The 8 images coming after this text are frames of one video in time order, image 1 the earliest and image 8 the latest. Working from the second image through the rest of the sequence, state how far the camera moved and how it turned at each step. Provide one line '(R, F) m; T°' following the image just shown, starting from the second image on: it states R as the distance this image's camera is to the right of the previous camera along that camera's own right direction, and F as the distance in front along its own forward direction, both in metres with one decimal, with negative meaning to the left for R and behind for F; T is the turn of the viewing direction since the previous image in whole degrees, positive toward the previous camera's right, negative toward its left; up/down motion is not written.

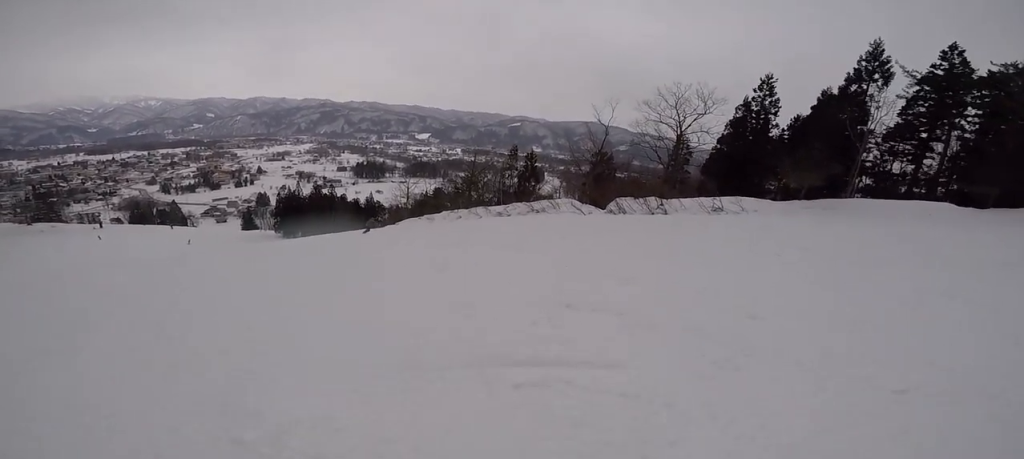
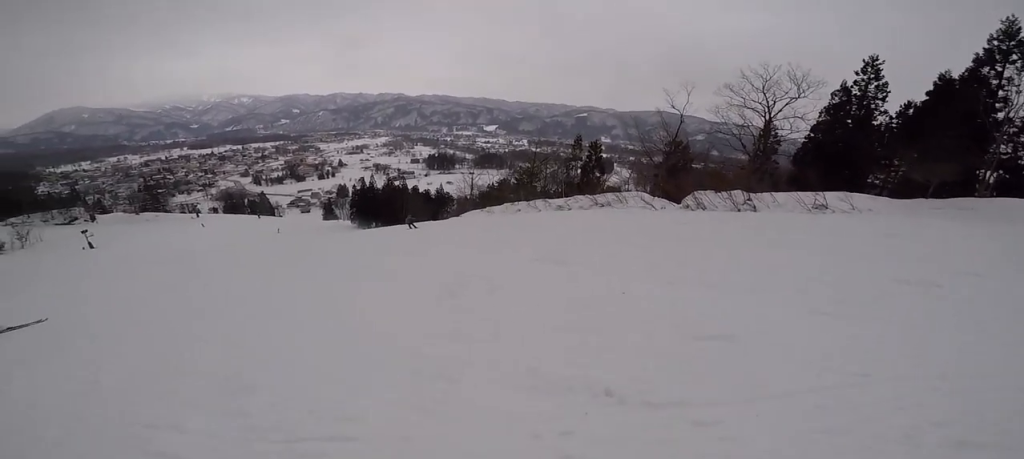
(-0.4, +2.5) m; -10°
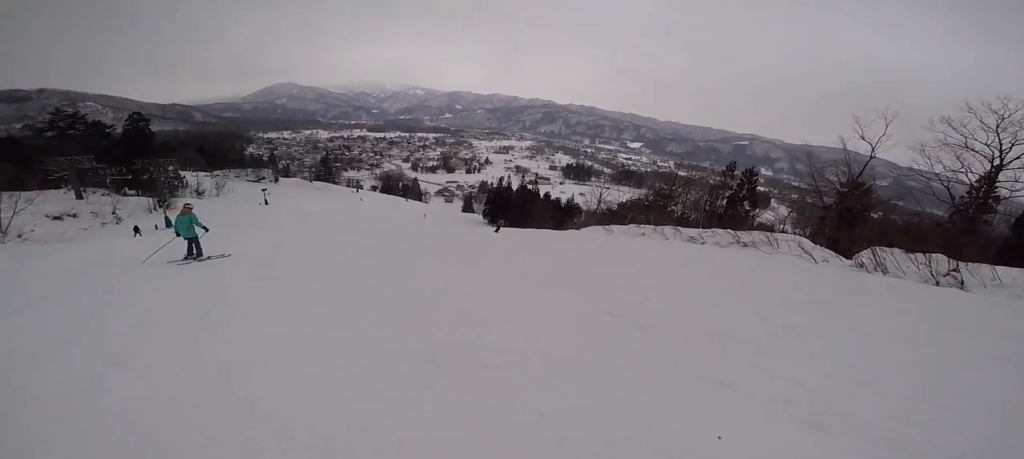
(+0.1, +2.9) m; -4°
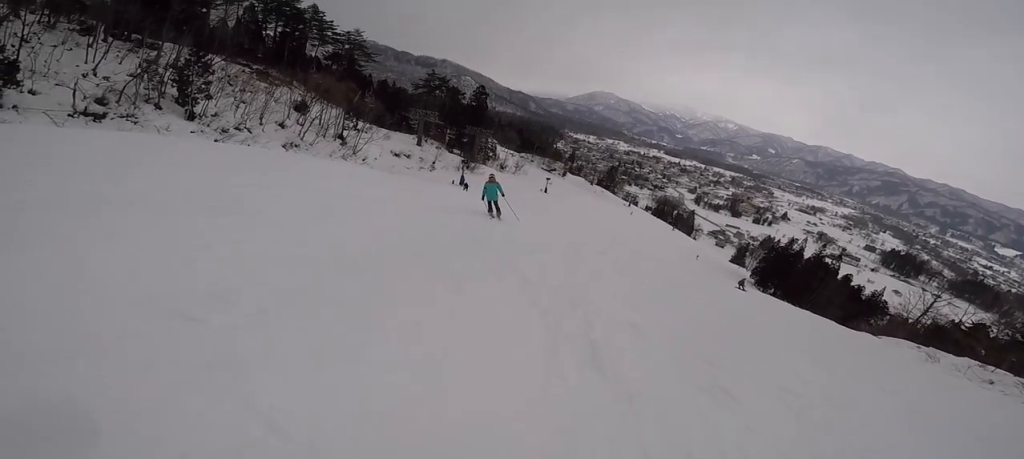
(-0.9, +4.6) m; -42°
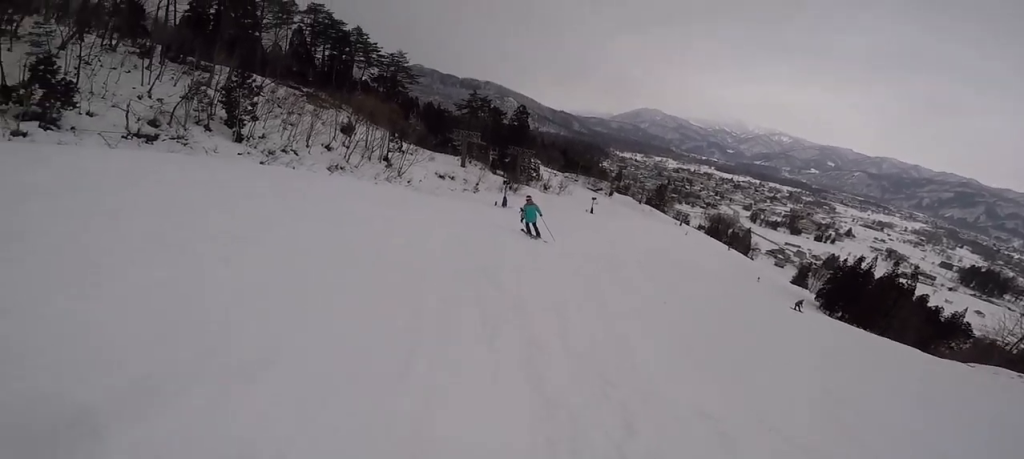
(-0.6, +1.7) m; -13°
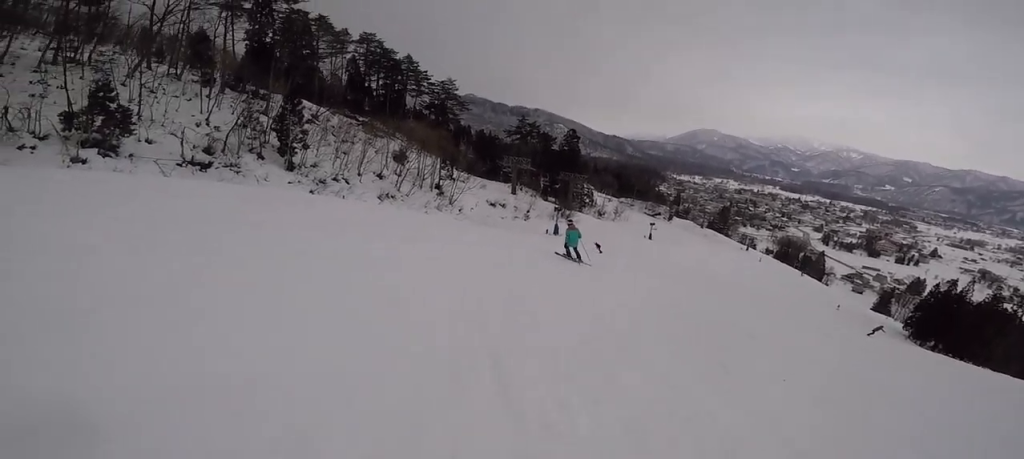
(-0.4, +2.4) m; -16°
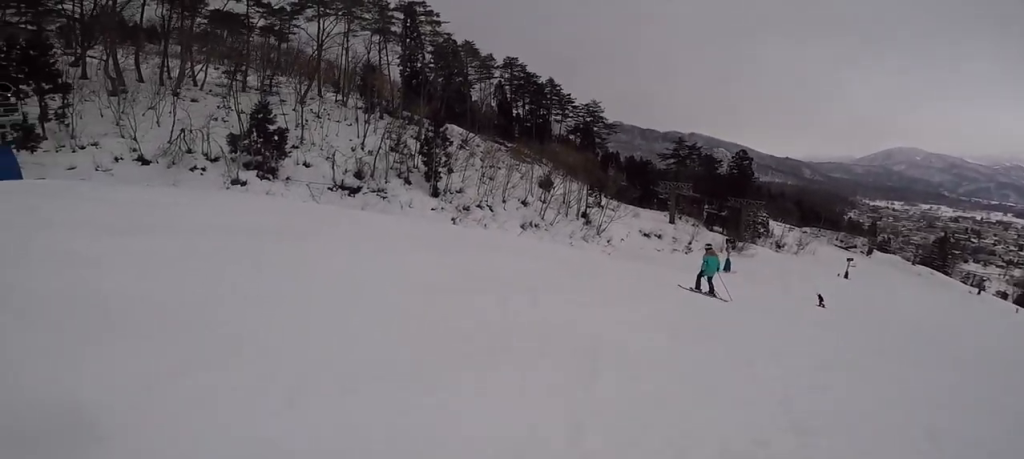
(-0.6, +4.5) m; -5°
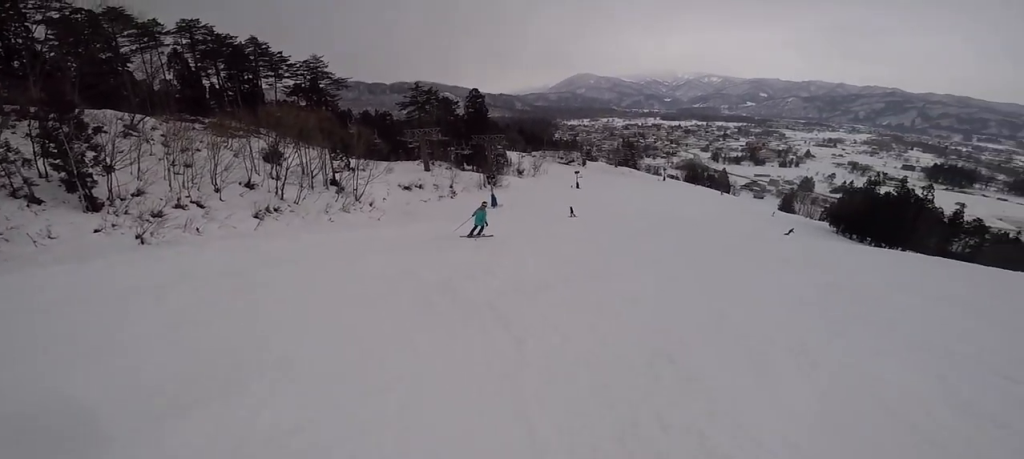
(+1.8, +6.3) m; +39°
